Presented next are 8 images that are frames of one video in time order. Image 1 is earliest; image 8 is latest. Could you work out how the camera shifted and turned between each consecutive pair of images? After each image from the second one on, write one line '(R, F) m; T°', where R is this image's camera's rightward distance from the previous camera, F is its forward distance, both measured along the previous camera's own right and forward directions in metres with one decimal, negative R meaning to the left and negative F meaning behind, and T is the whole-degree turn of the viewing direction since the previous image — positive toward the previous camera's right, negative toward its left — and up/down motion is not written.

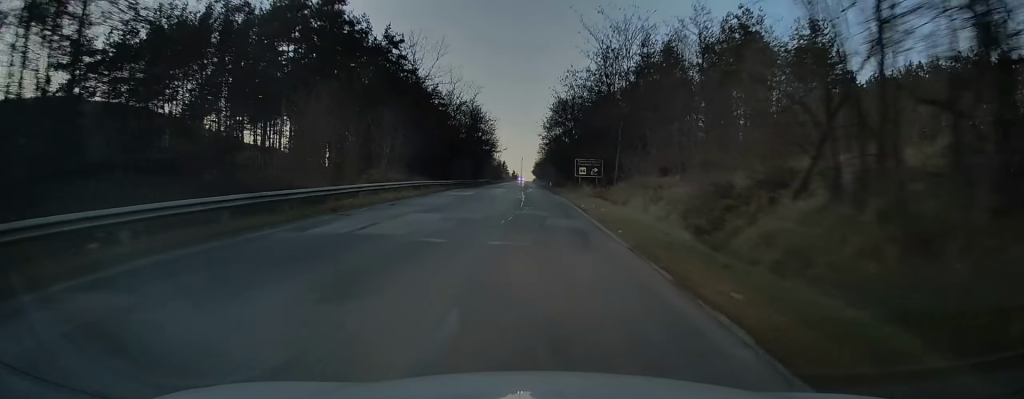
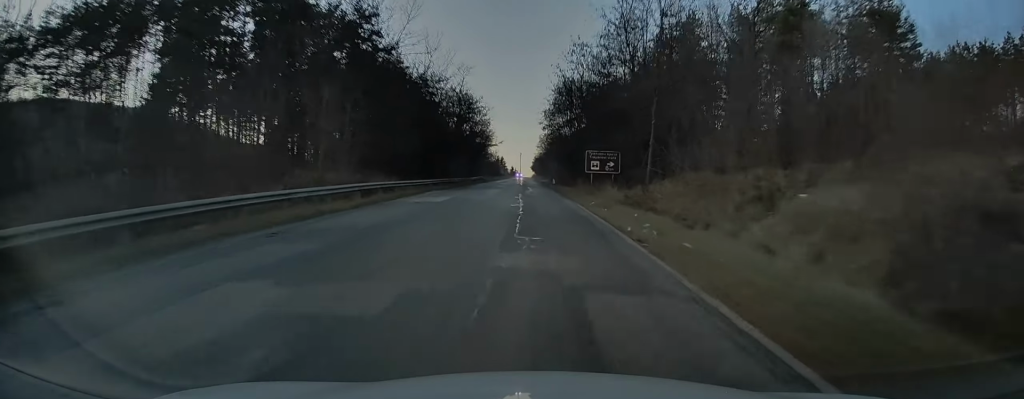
(+0.1, +11.3) m; 0°
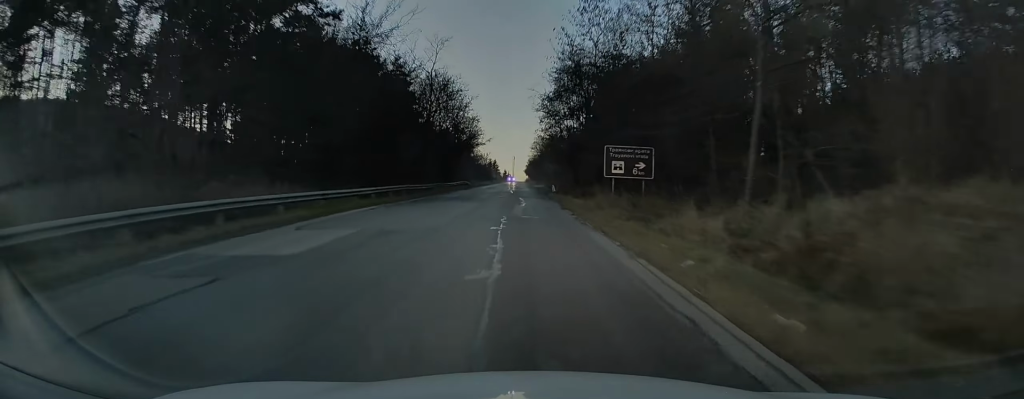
(-0.1, +14.6) m; -1°
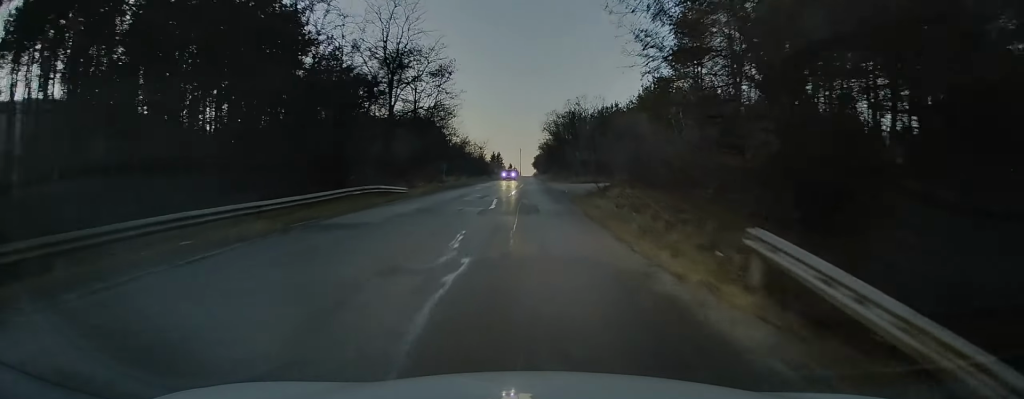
(-0.3, +46.2) m; 0°
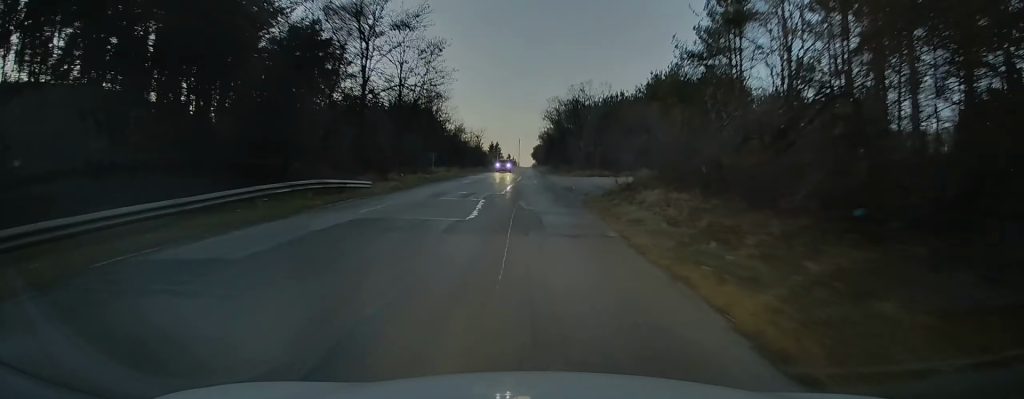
(+0.1, +7.4) m; +1°
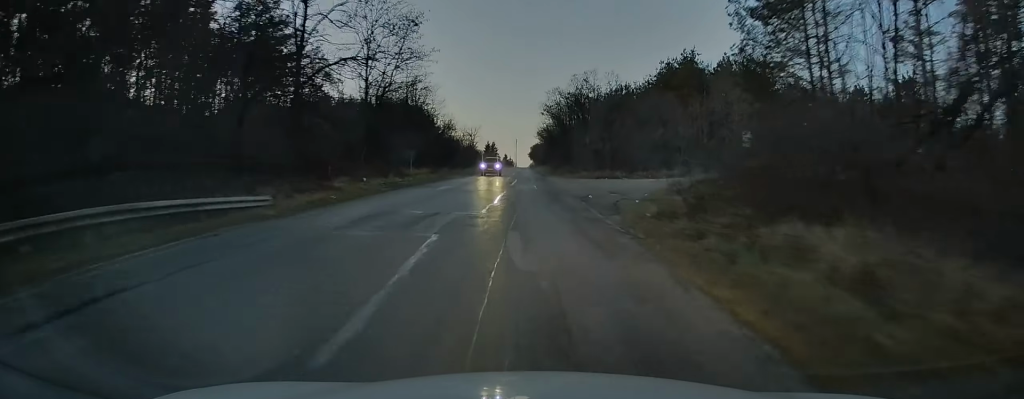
(+0.1, +10.4) m; 0°
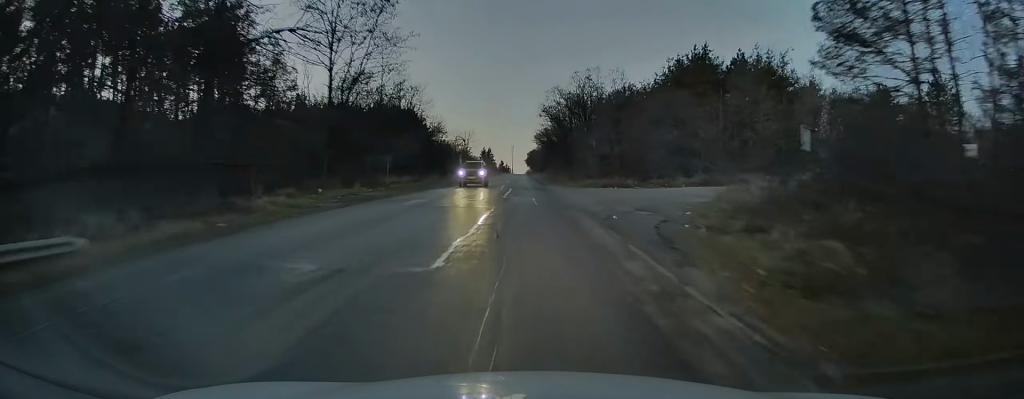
(+0.1, +7.7) m; 0°
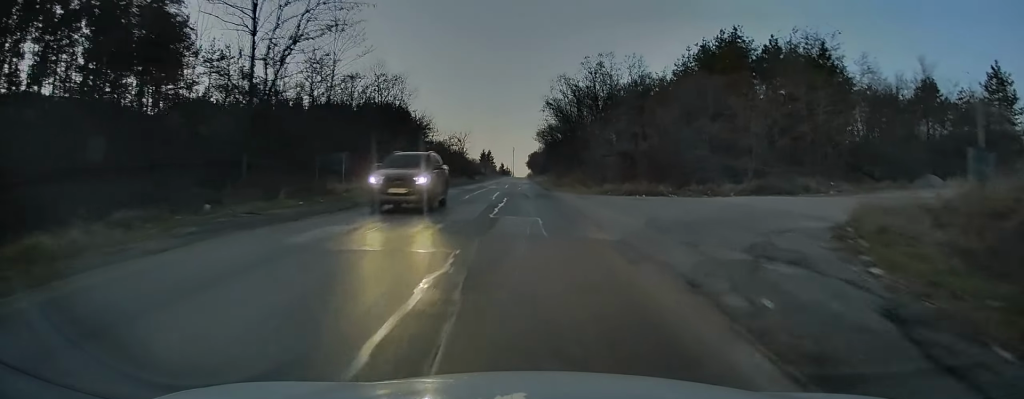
(-0.1, +10.9) m; -1°
